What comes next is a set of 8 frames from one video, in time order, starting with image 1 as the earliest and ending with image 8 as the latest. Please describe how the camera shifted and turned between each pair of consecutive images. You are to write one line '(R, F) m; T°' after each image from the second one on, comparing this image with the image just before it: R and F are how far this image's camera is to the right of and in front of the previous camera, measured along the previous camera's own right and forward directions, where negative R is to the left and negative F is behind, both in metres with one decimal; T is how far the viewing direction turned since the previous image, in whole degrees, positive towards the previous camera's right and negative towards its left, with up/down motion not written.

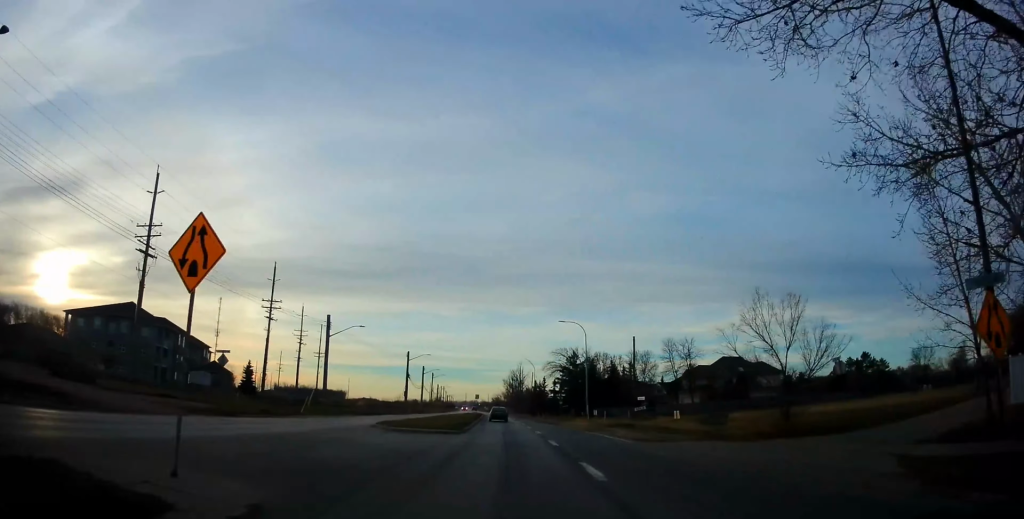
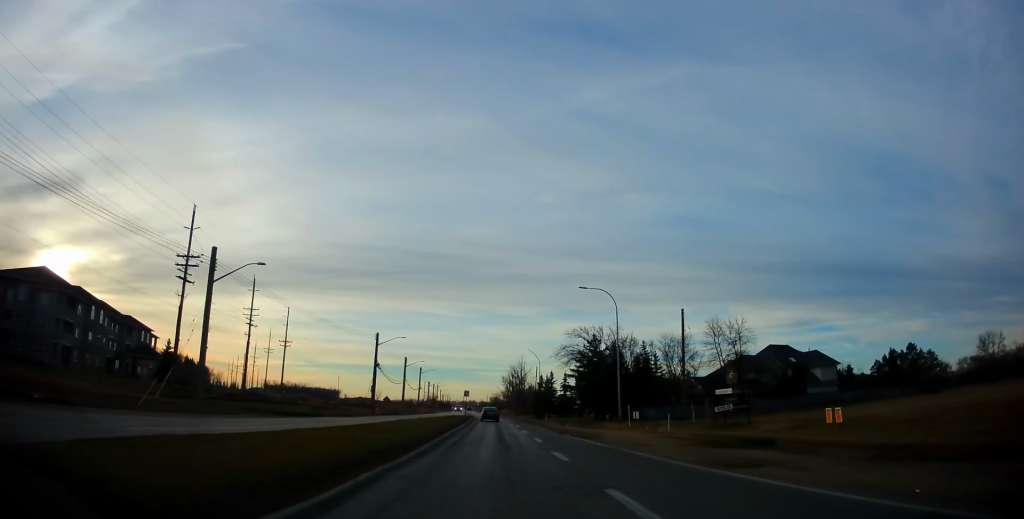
(-0.1, +23.8) m; -1°
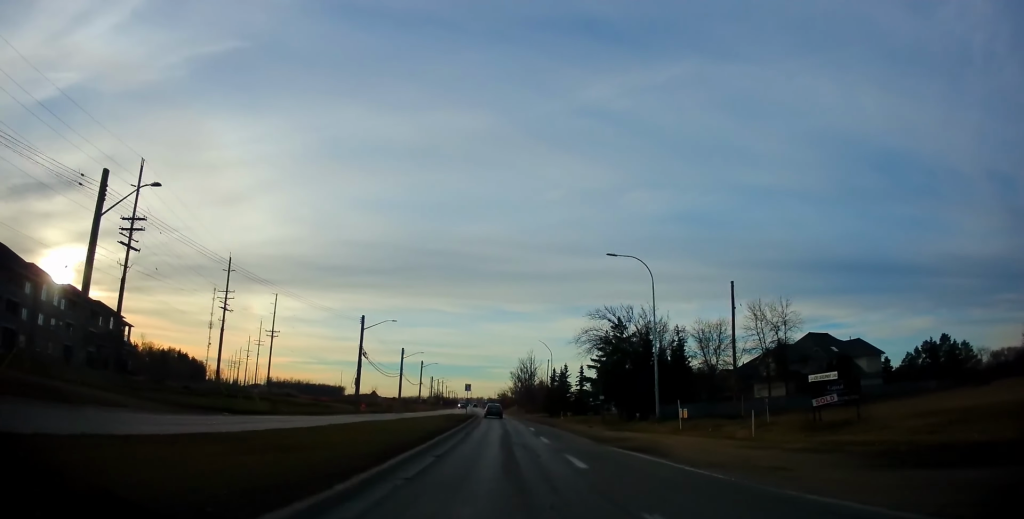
(+0.1, +11.8) m; -1°
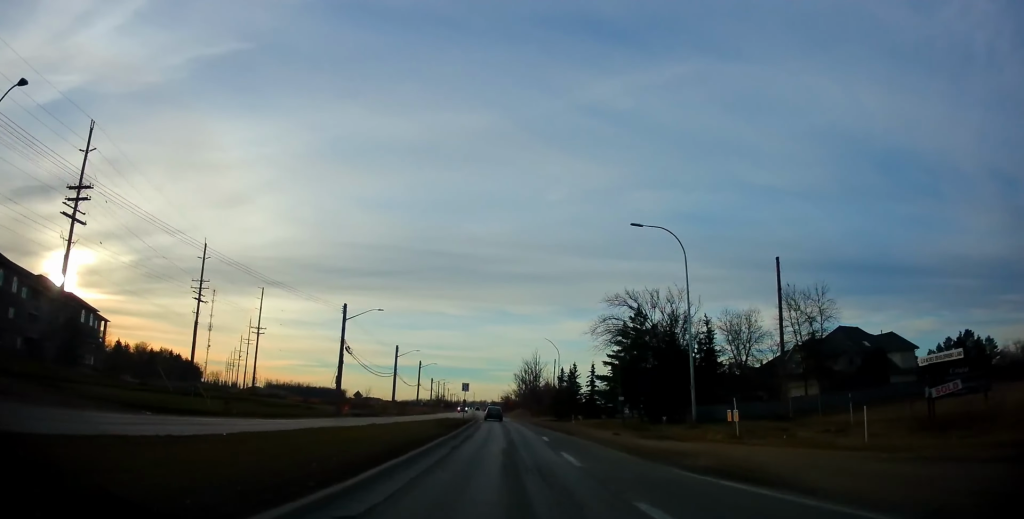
(-0.2, +8.4) m; 0°
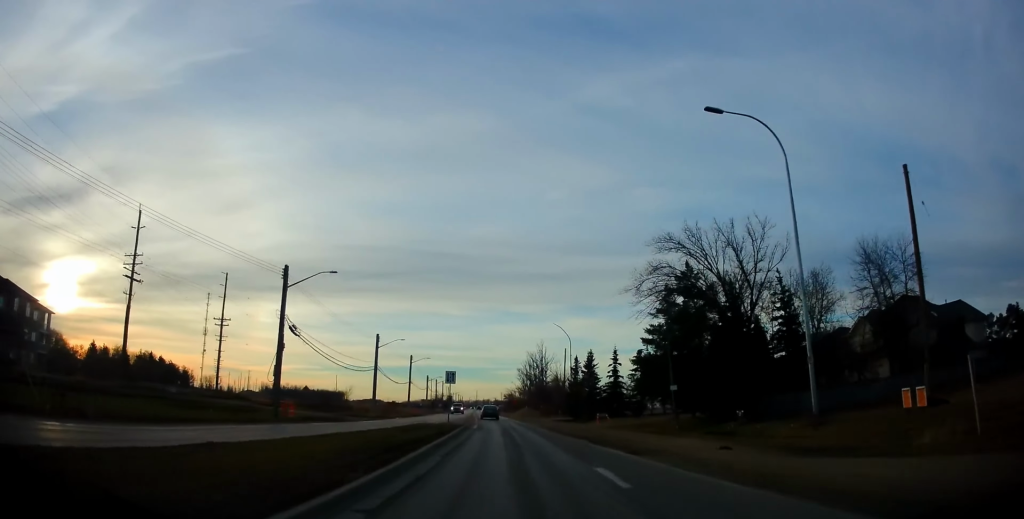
(0.0, +15.6) m; 0°
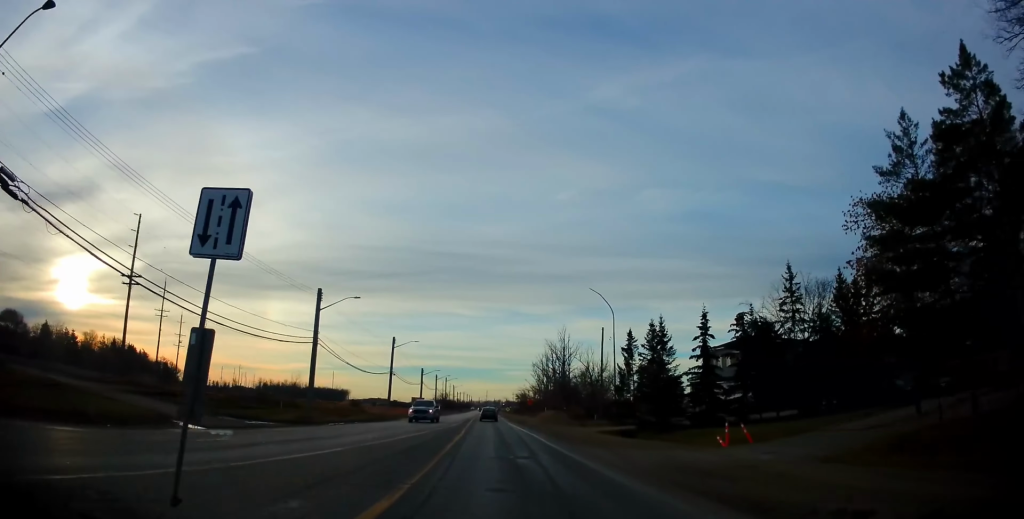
(-0.5, +28.4) m; -3°
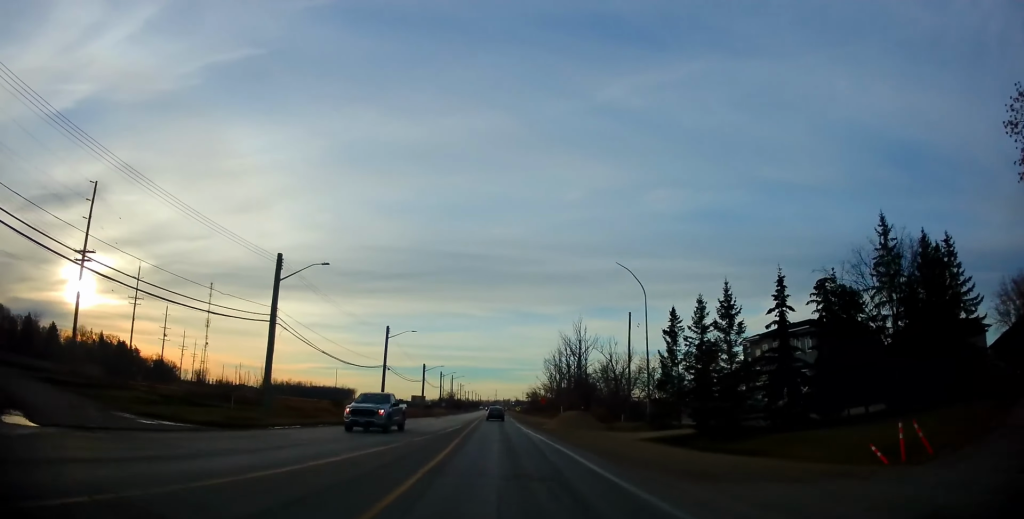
(0.0, +10.9) m; 0°
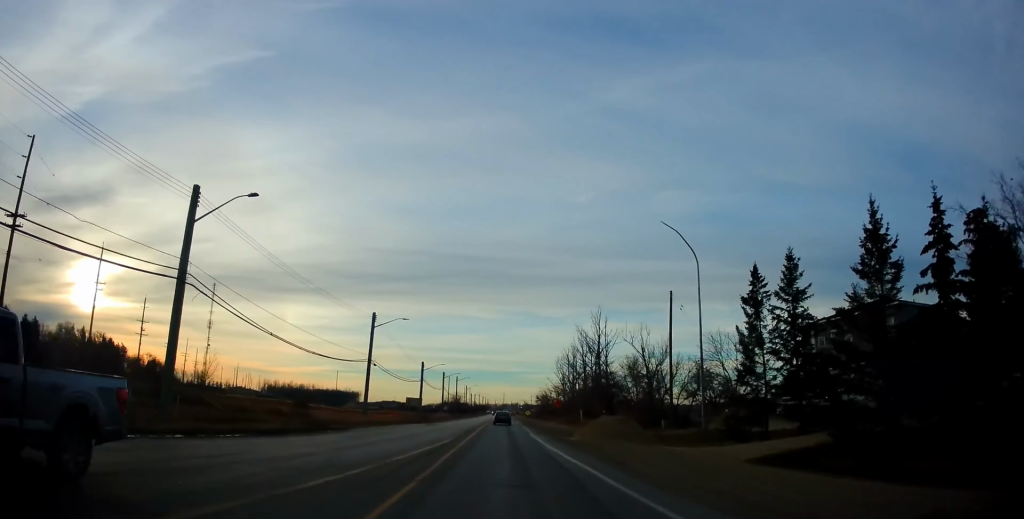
(0.0, +12.5) m; 0°
